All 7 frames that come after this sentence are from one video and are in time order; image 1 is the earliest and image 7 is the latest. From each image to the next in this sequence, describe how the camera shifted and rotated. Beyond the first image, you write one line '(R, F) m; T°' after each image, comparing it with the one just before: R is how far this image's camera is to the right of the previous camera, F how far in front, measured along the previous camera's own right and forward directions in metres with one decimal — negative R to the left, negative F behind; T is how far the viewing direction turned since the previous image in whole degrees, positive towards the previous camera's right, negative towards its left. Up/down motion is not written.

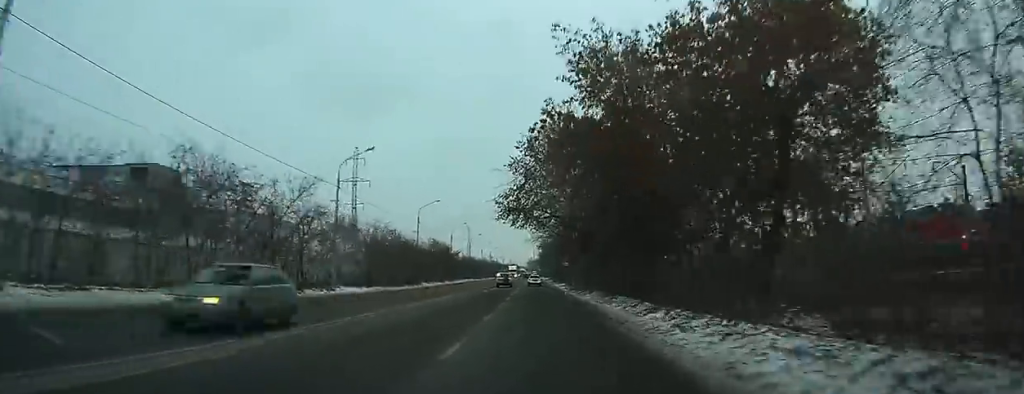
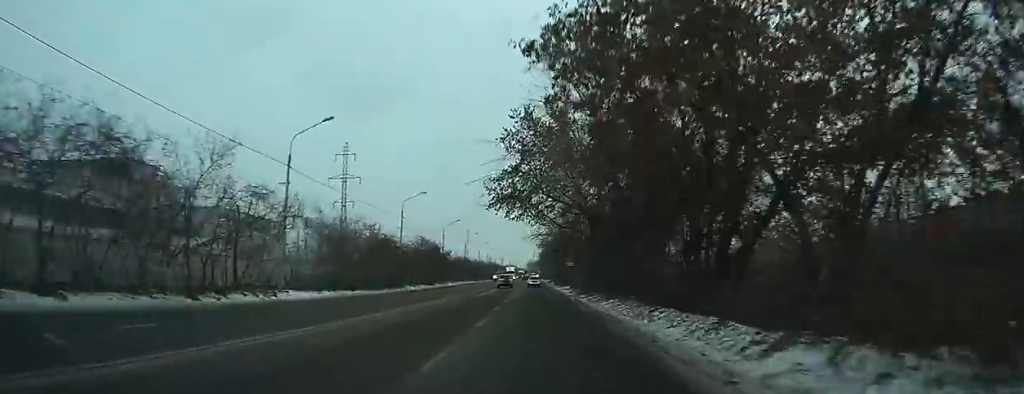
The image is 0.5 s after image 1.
(0.0, +8.6) m; -1°
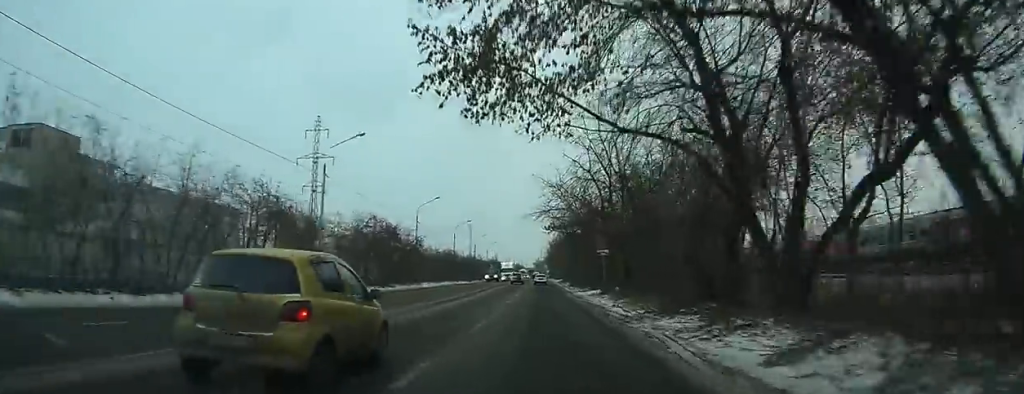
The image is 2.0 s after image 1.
(-0.3, +25.5) m; -1°
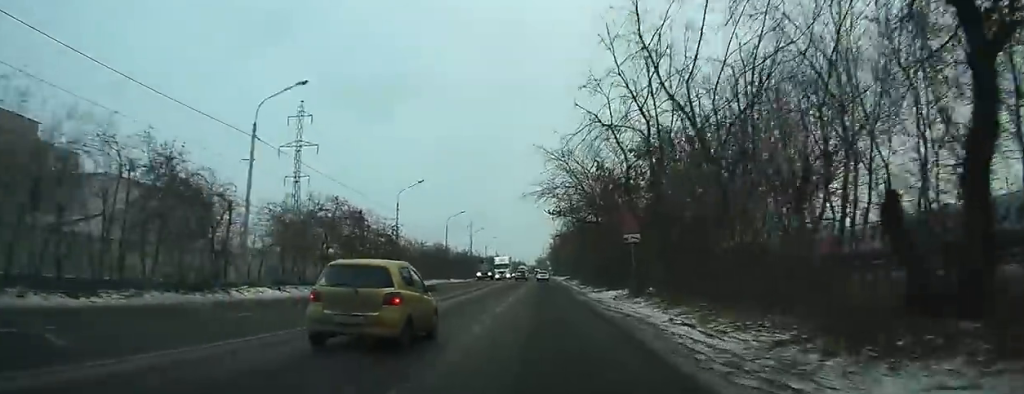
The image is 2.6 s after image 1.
(0.0, +10.5) m; 0°
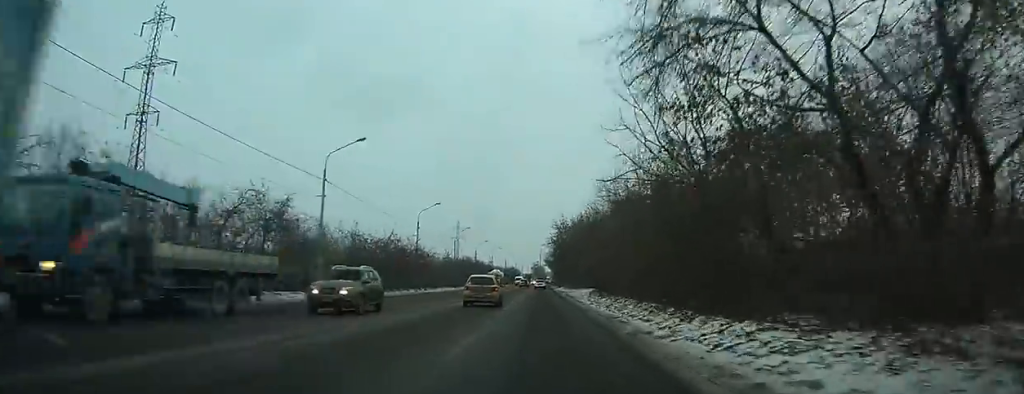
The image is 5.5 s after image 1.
(-0.2, +50.1) m; 0°
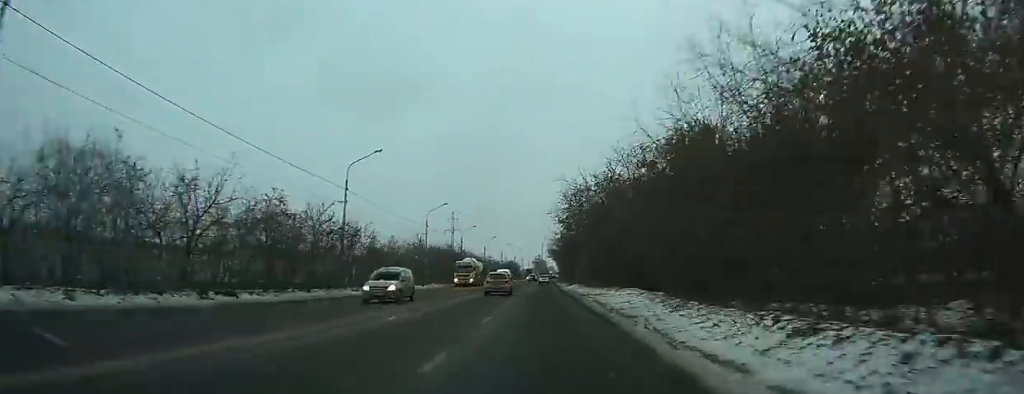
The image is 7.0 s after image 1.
(-0.4, +26.1) m; -1°
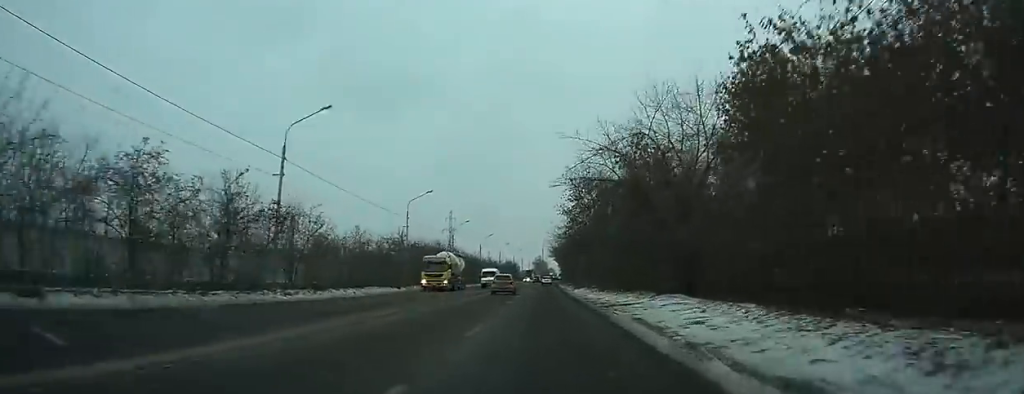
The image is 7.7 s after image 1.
(0.0, +10.9) m; 0°
